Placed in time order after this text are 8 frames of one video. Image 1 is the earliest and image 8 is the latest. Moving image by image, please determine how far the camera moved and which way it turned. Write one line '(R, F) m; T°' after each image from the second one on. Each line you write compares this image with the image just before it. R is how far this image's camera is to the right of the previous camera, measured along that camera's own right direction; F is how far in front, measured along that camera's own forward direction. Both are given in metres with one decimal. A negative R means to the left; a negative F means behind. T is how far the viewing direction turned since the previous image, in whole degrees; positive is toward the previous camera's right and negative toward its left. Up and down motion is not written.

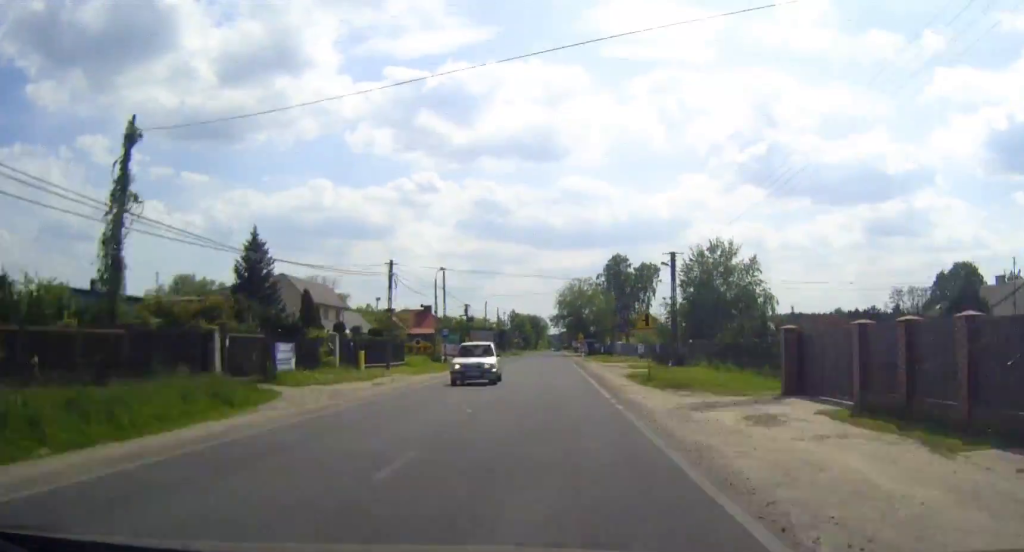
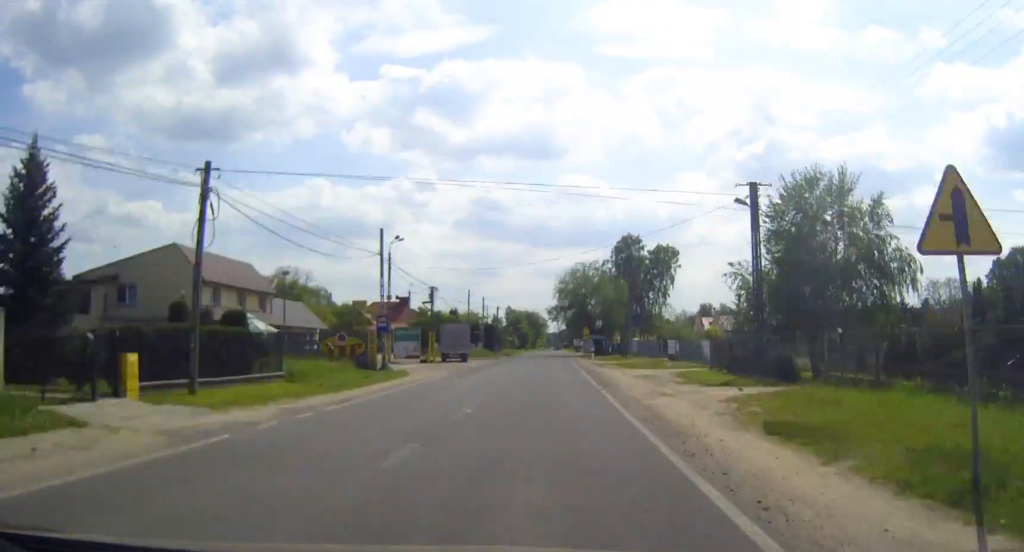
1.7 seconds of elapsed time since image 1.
(0.0, +23.7) m; 0°
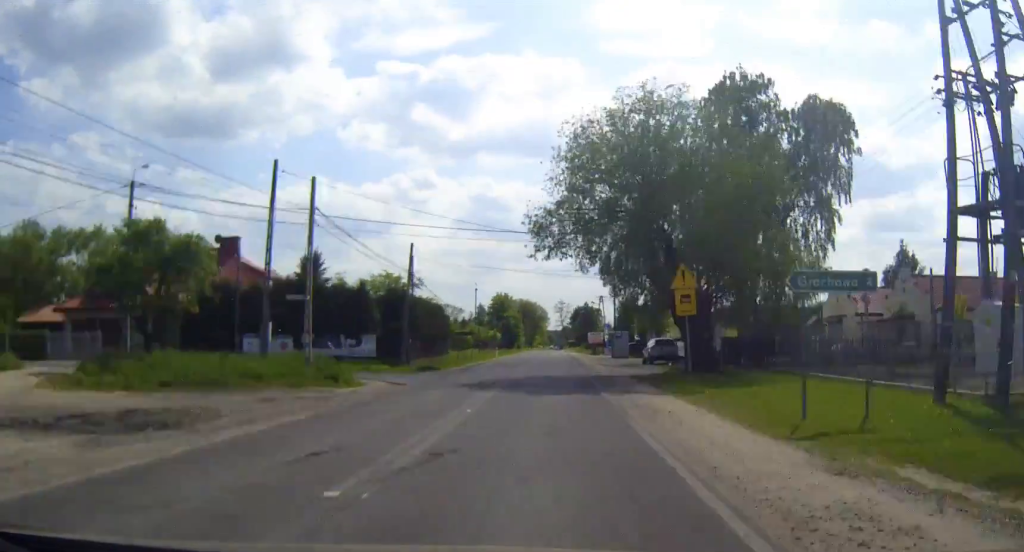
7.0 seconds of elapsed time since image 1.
(-0.1, +73.9) m; 0°
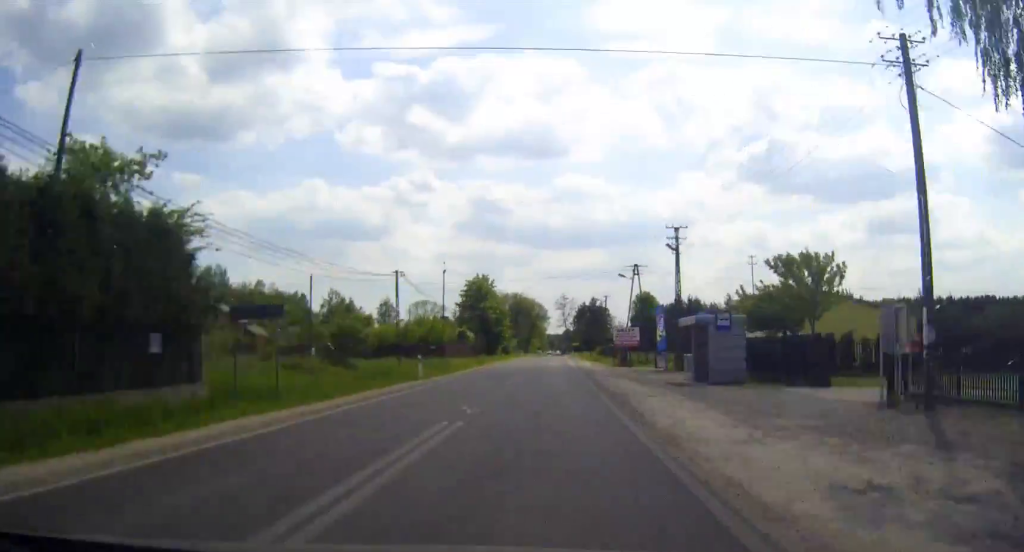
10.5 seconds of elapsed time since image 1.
(0.0, +48.6) m; 0°
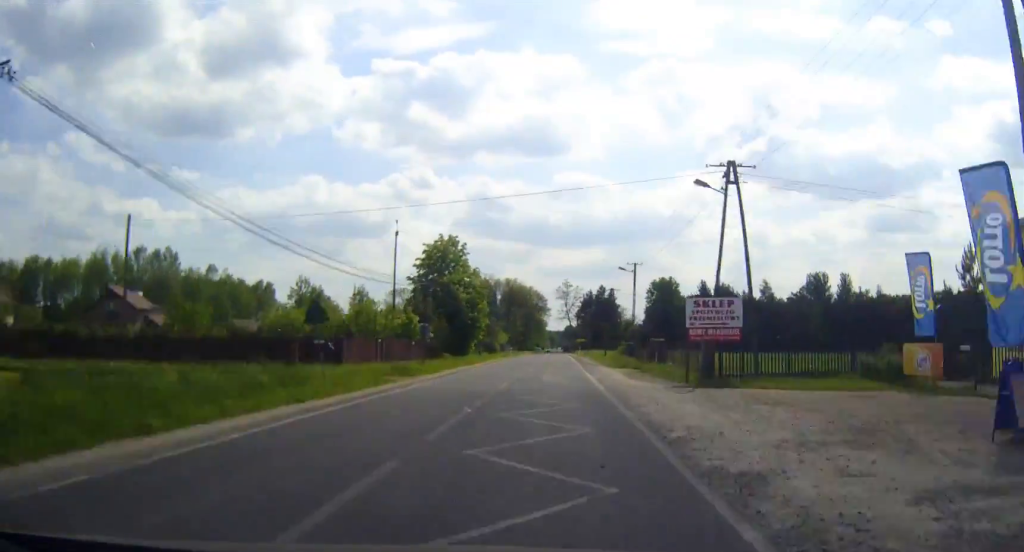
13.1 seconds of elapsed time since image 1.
(0.0, +36.0) m; 0°
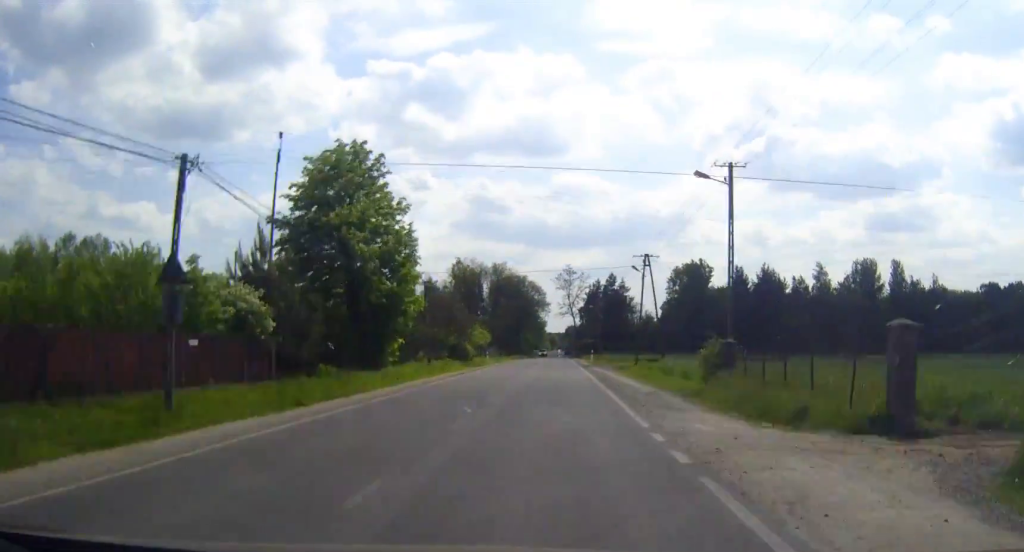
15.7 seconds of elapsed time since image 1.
(+0.1, +36.0) m; 0°
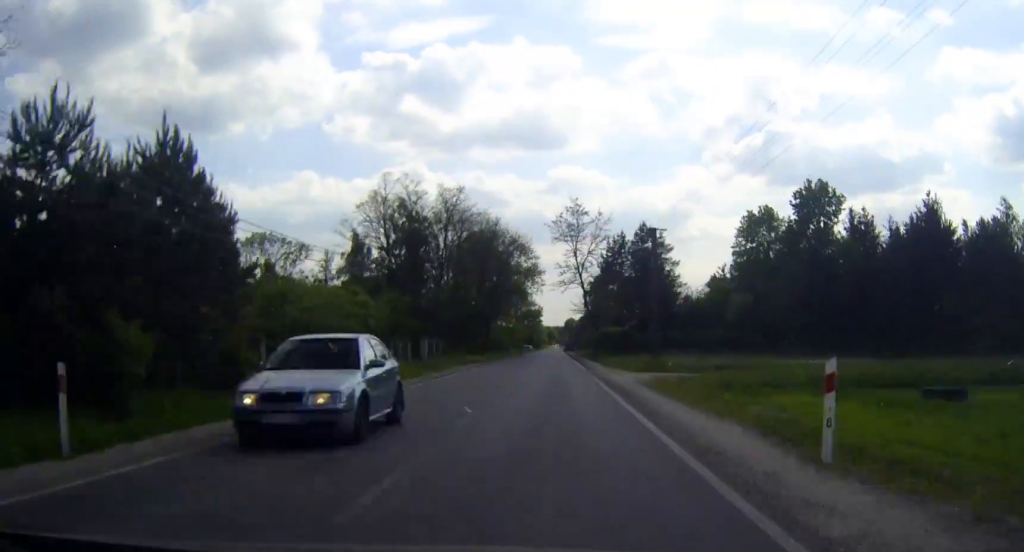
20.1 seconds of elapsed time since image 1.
(0.0, +61.0) m; 0°
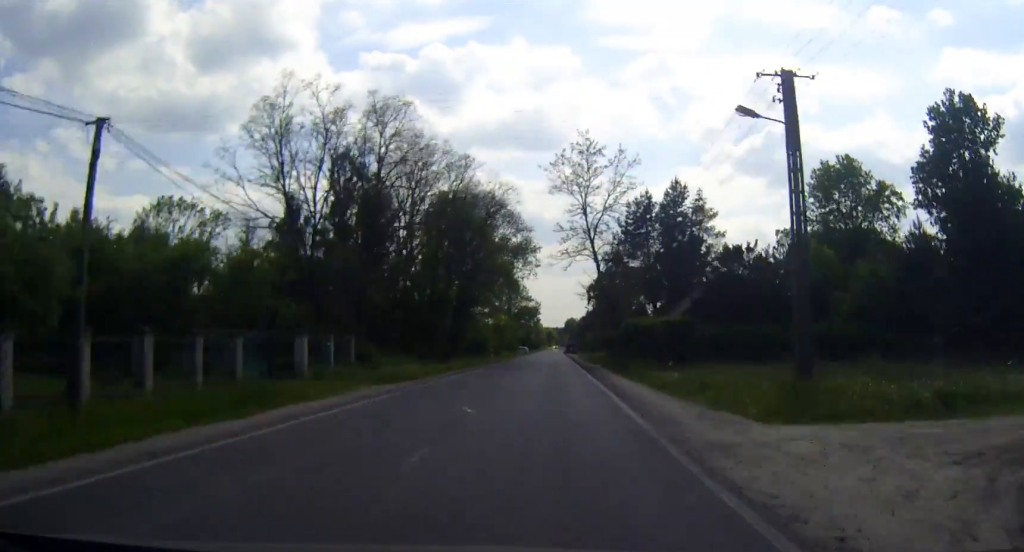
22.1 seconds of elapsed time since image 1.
(0.0, +27.8) m; 0°
